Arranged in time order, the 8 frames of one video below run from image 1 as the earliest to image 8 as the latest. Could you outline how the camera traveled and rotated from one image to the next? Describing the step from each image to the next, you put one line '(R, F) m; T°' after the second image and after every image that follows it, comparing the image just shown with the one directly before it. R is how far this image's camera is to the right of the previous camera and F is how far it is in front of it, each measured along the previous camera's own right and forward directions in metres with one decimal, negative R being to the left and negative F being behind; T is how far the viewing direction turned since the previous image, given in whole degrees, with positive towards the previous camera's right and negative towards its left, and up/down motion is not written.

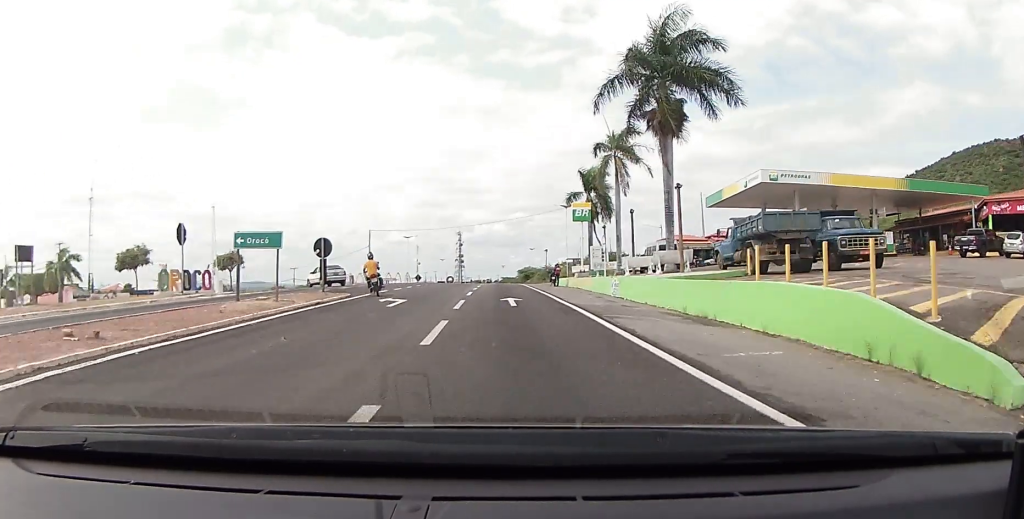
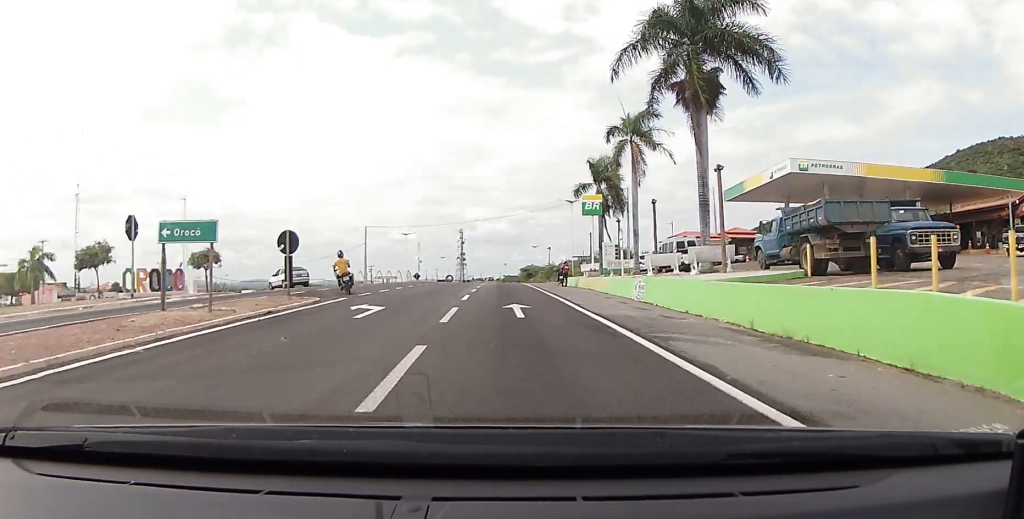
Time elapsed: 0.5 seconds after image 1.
(+0.1, +4.8) m; +1°
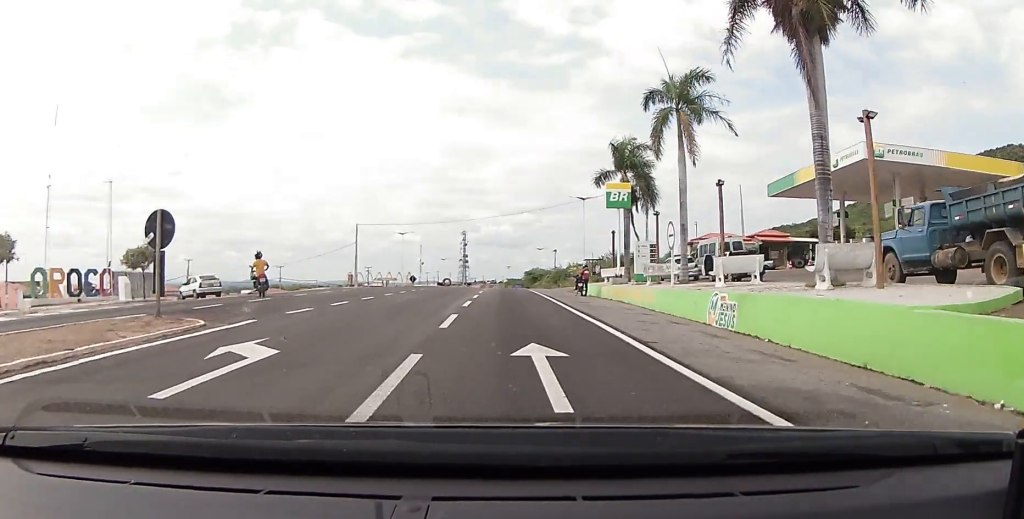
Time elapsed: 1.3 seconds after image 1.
(+0.3, +9.1) m; +2°
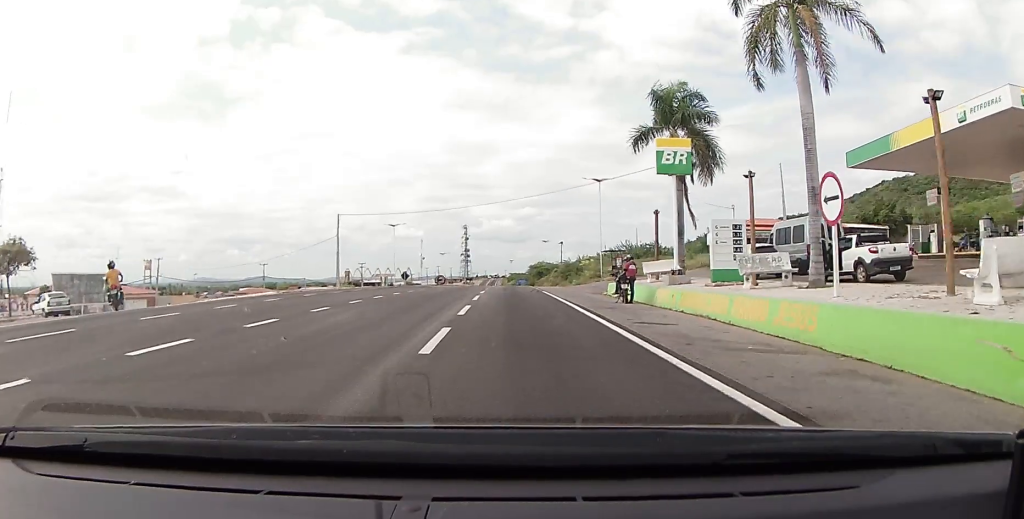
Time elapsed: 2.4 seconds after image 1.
(+0.1, +12.1) m; 0°
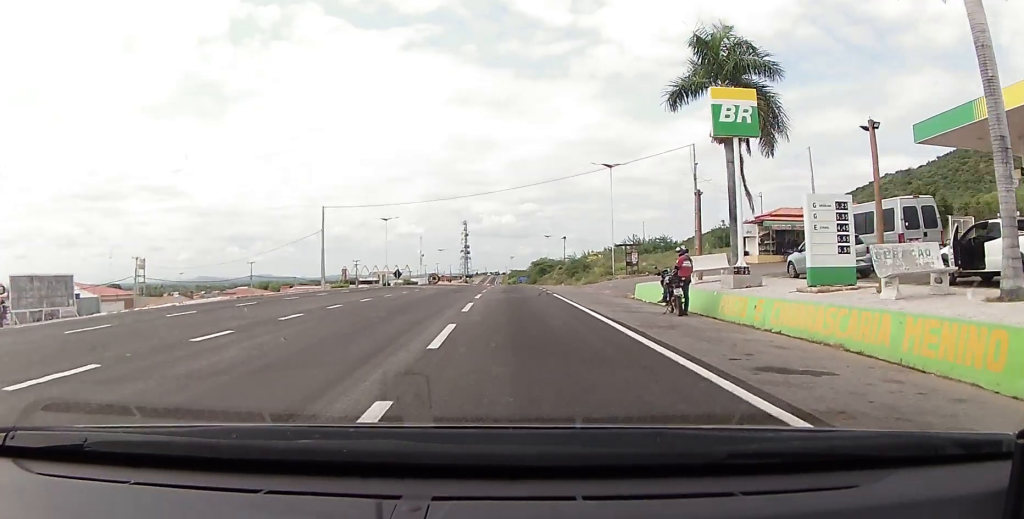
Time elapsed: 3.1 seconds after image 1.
(+0.2, +7.2) m; -1°
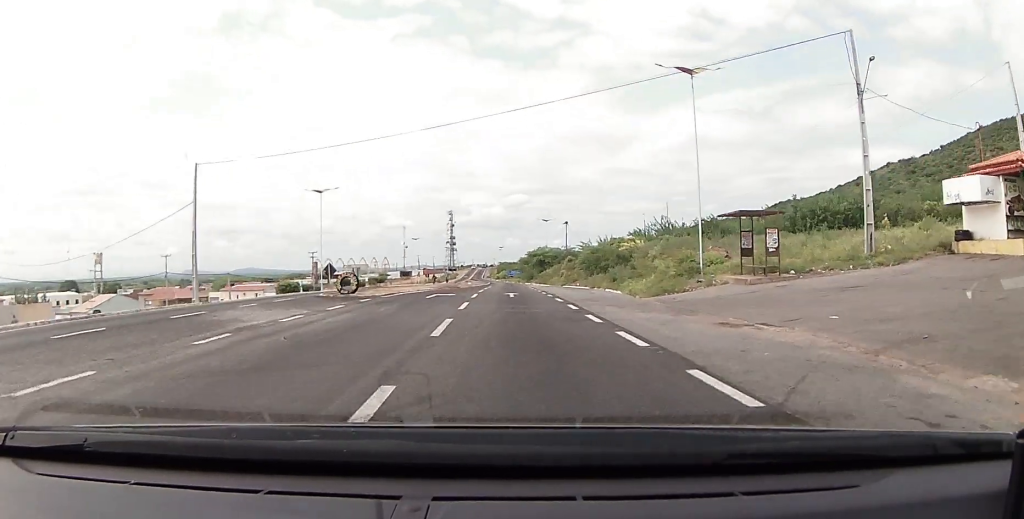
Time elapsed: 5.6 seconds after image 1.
(-0.3, +30.7) m; +1°
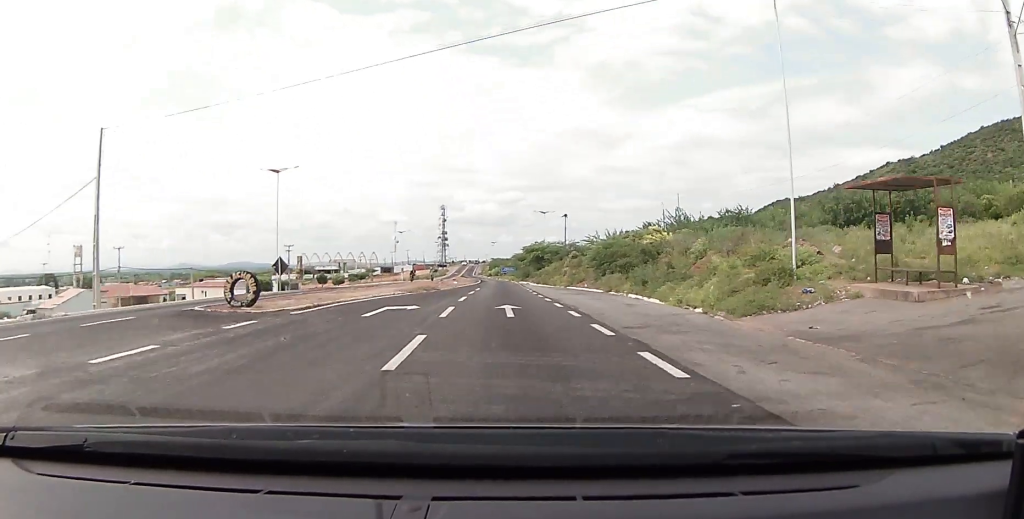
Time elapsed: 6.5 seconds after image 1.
(0.0, +11.6) m; -1°
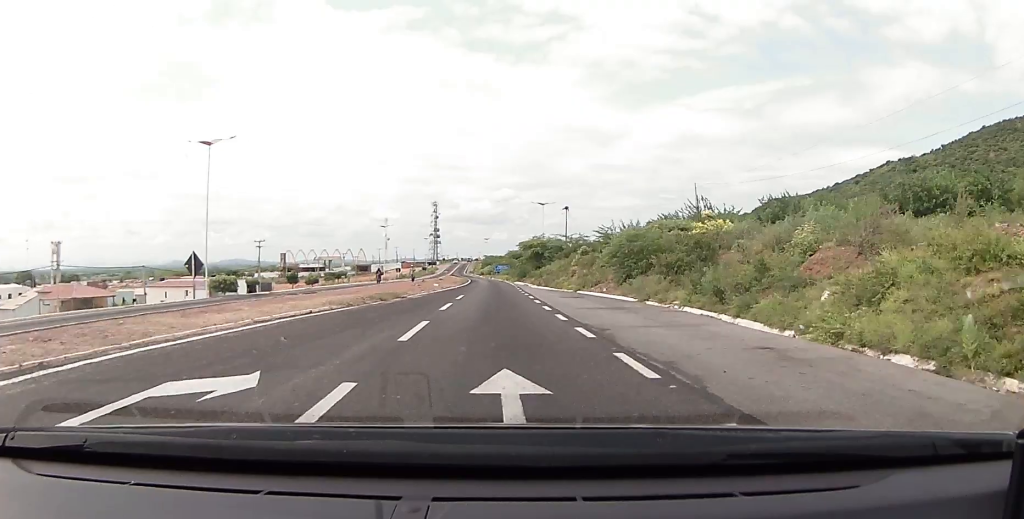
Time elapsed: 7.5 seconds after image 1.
(-0.3, +12.8) m; -1°
